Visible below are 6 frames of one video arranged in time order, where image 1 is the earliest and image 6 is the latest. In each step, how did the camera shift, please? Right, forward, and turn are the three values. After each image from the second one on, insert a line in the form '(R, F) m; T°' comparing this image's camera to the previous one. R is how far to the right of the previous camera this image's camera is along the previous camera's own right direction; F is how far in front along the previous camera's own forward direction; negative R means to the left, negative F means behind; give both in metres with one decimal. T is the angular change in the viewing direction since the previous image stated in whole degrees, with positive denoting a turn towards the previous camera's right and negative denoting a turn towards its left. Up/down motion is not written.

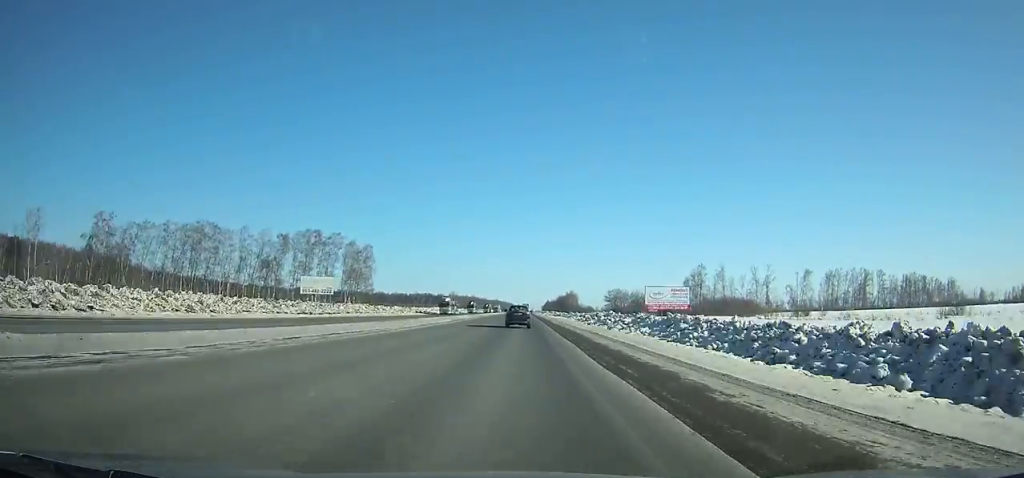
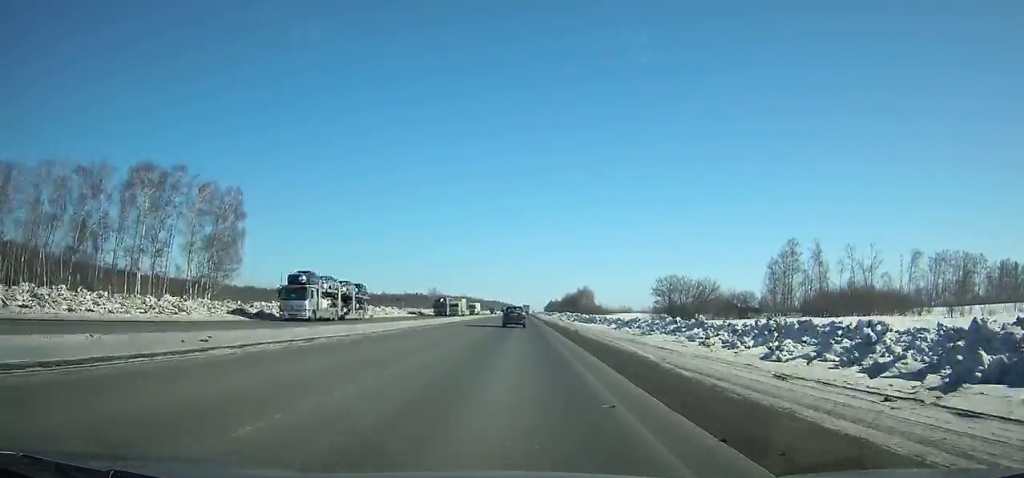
(-0.2, +80.4) m; 0°
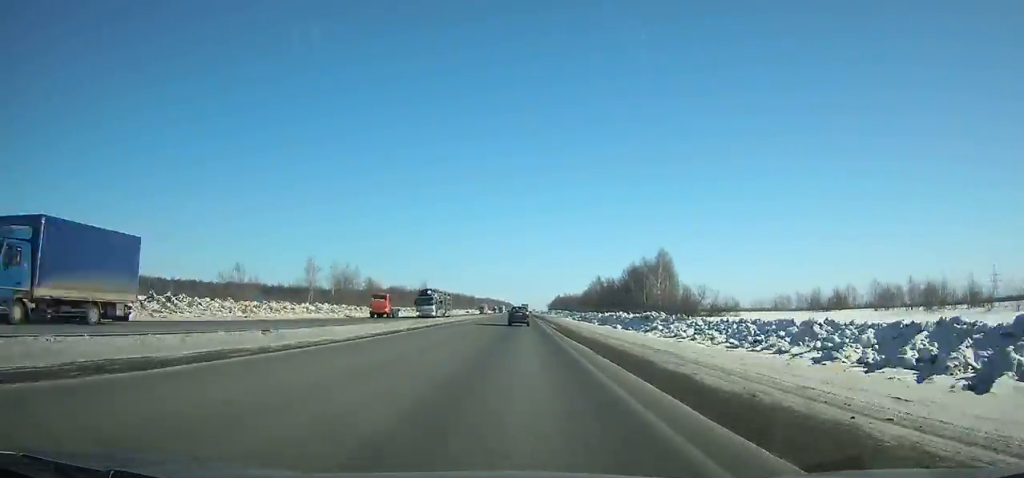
(0.0, +152.1) m; 0°
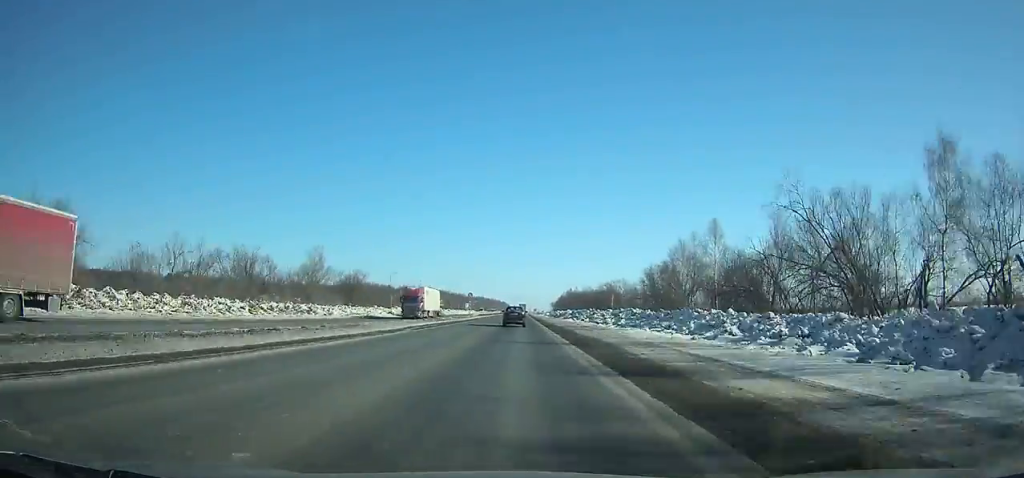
(+0.1, +126.6) m; 0°
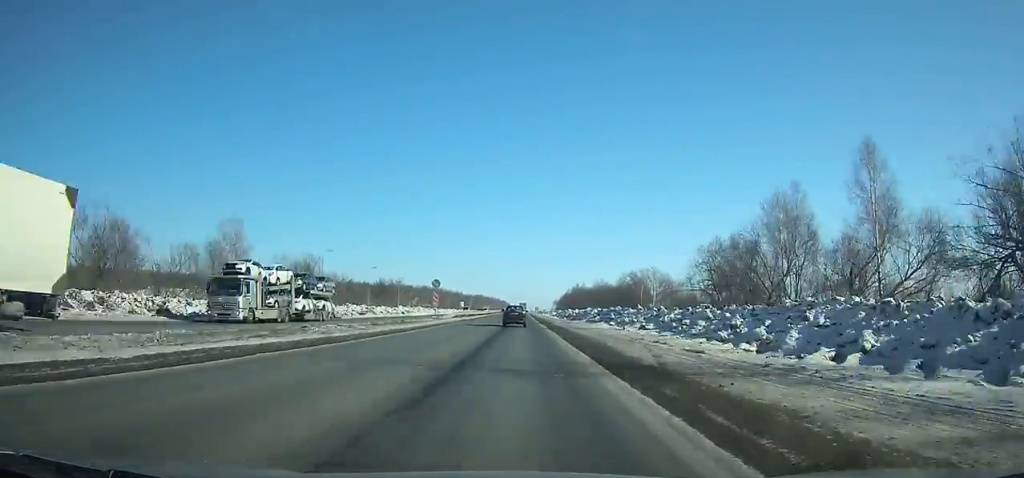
(+0.1, +37.5) m; 0°
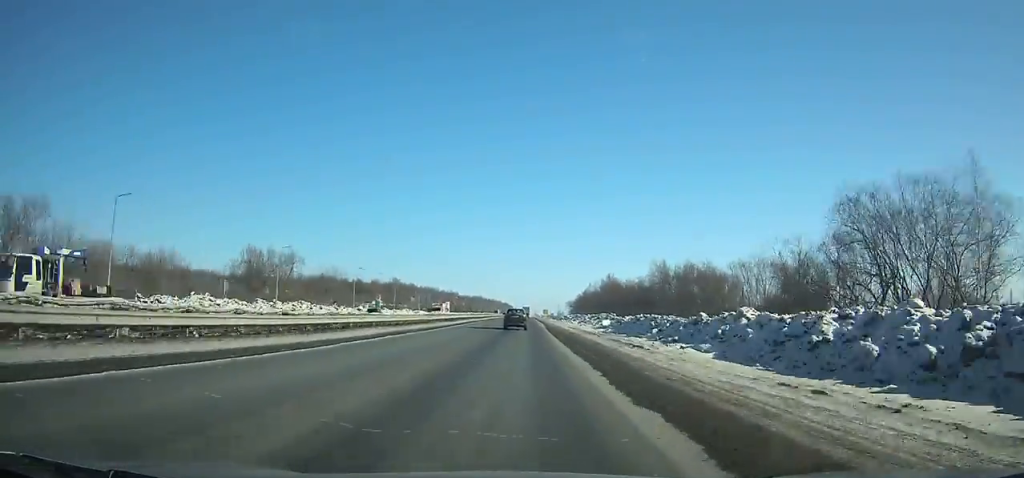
(-0.1, +92.6) m; 0°
